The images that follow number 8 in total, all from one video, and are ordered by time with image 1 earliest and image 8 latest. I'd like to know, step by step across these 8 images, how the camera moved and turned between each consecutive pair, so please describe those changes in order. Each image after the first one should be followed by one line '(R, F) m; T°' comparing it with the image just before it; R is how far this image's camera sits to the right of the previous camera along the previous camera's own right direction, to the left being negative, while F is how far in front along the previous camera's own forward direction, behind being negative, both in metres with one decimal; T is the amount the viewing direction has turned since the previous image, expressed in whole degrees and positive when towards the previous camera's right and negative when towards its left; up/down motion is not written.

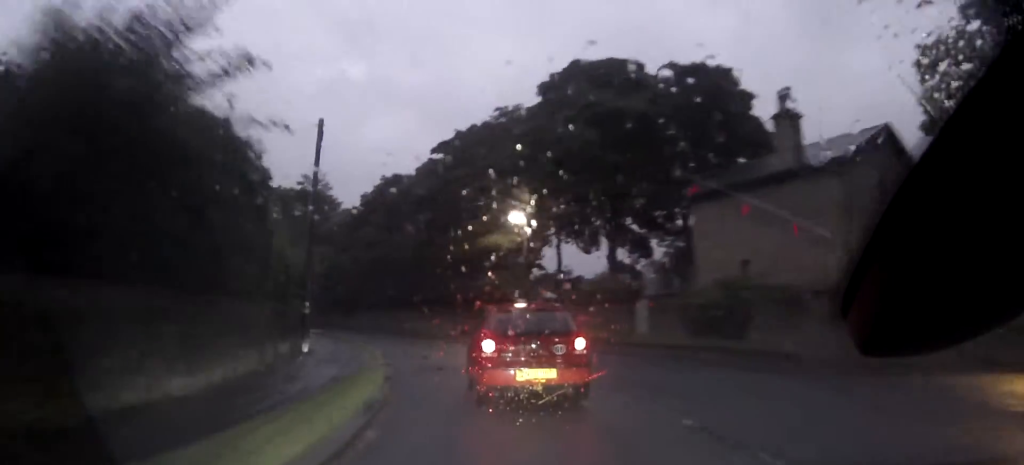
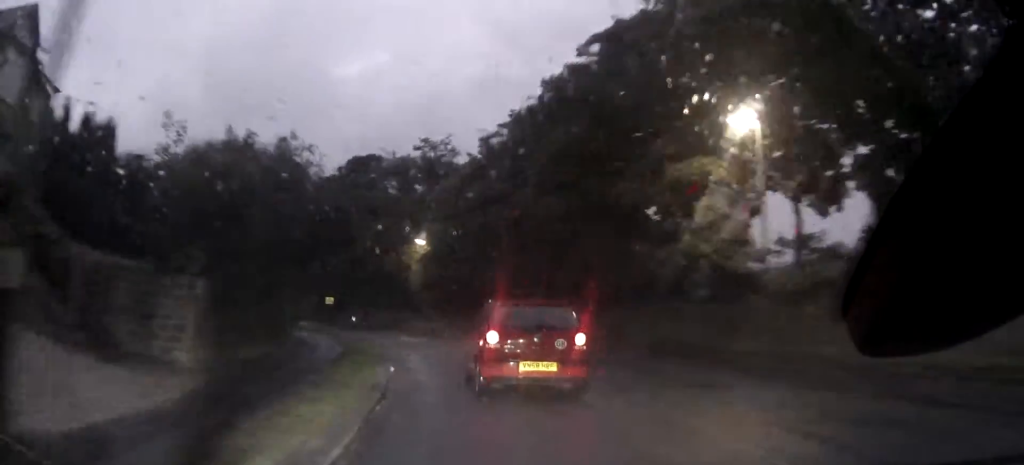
(-2.5, +17.5) m; -10°
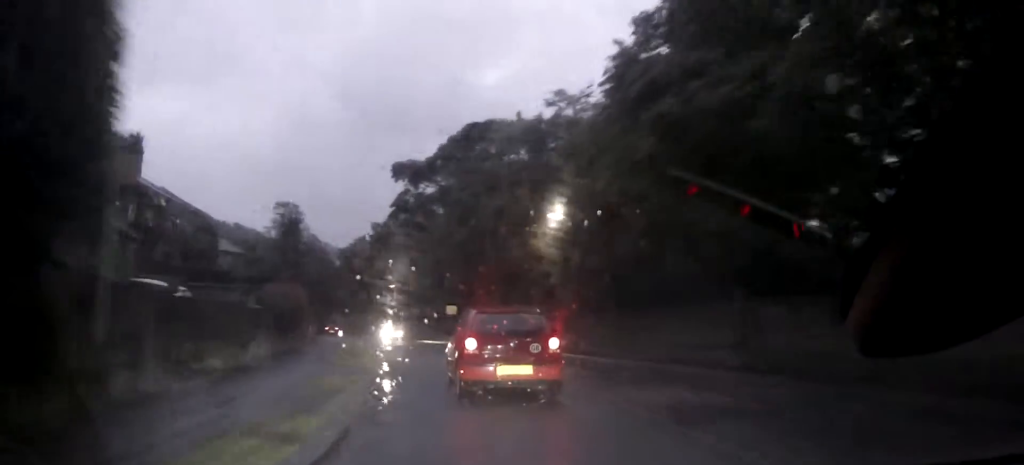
(+0.3, +15.5) m; -9°
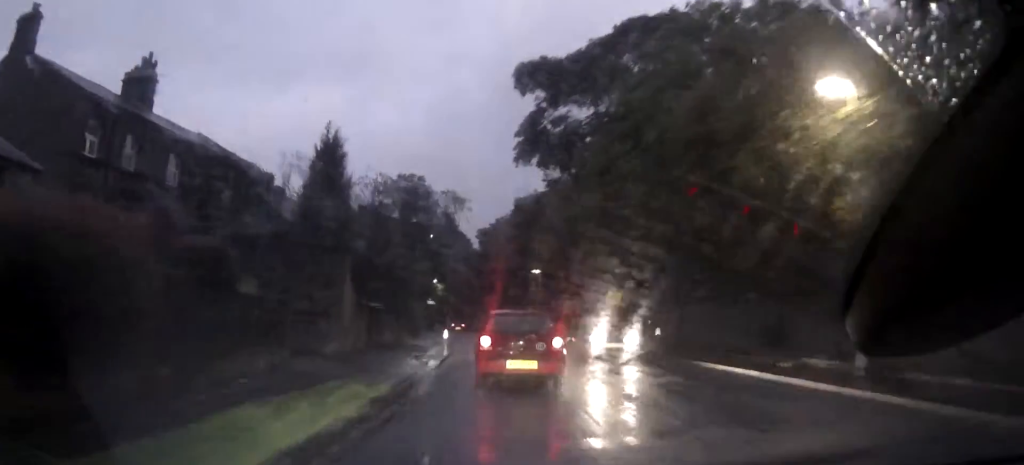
(-4.0, +16.7) m; -14°
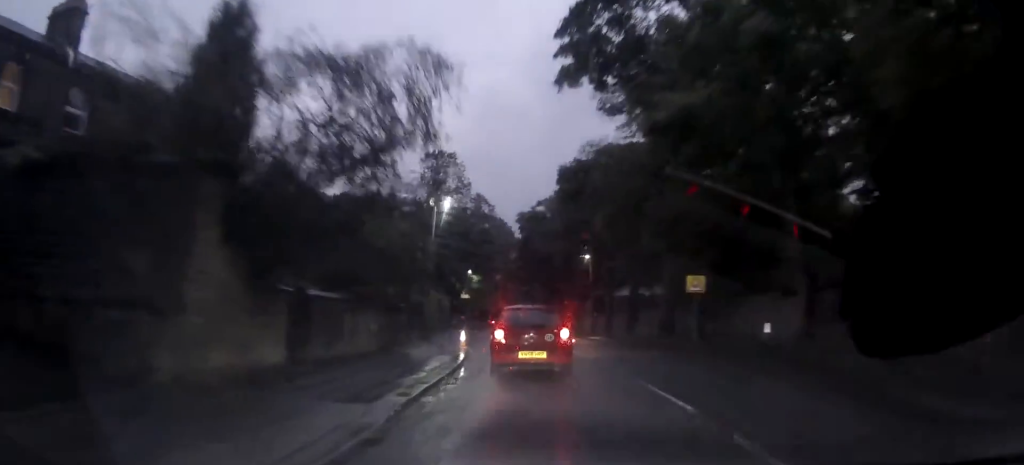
(-0.1, +9.7) m; +4°
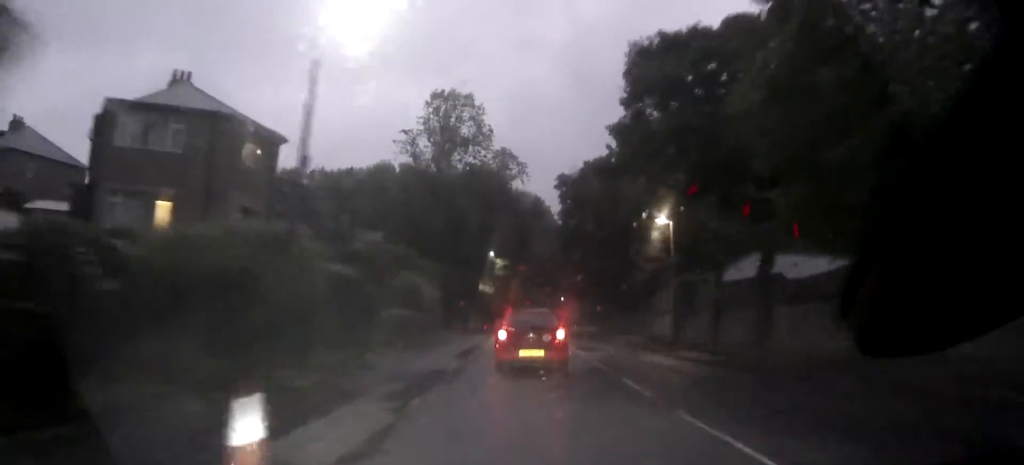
(+0.7, +17.5) m; -8°
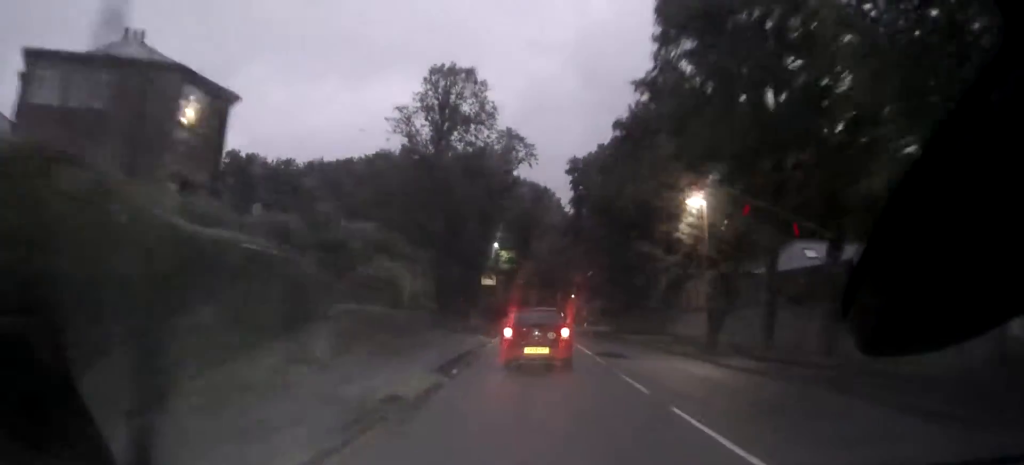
(0.0, +4.6) m; -4°
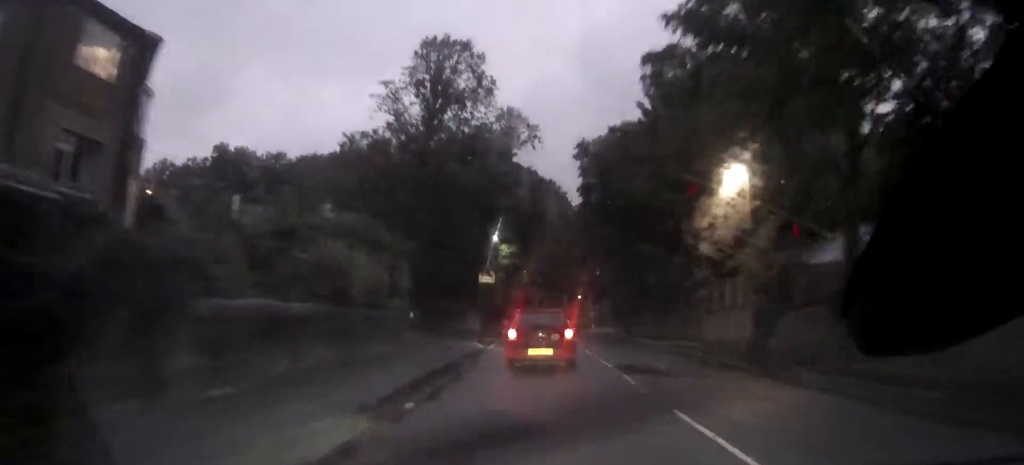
(-0.6, +4.8) m; -2°
